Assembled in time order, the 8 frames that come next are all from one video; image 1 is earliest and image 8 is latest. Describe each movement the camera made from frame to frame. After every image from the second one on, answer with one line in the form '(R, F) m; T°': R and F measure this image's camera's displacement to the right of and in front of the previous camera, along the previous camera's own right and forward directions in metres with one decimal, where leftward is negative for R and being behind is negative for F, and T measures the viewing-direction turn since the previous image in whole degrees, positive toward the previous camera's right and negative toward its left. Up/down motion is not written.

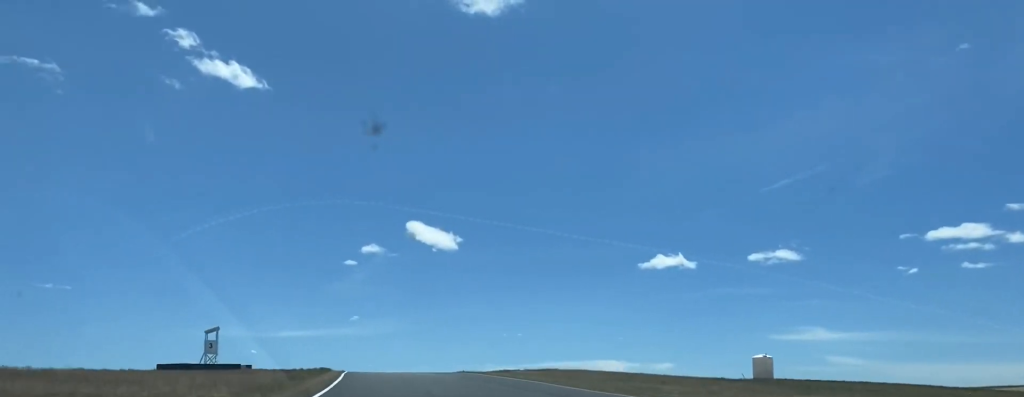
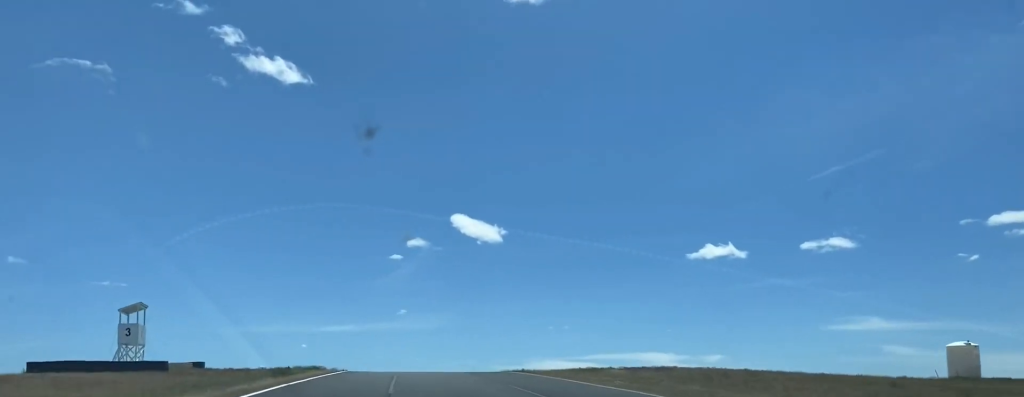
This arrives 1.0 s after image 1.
(-0.7, +32.5) m; -3°
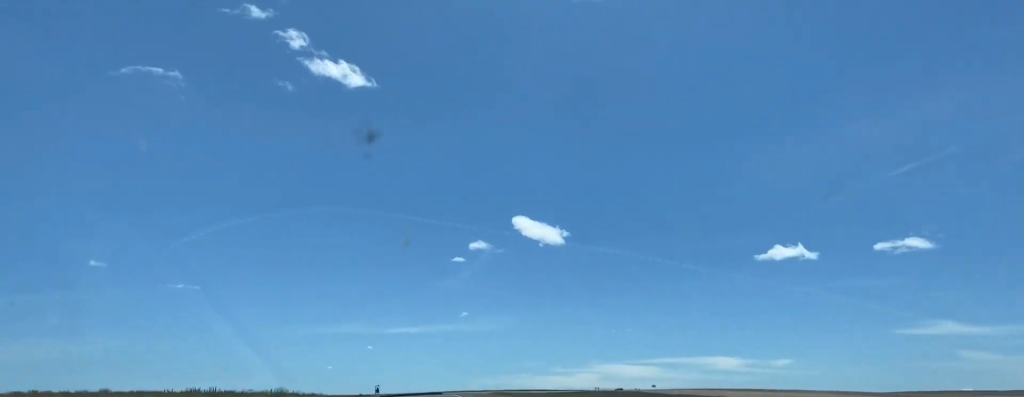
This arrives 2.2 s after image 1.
(-1.4, +44.5) m; -4°
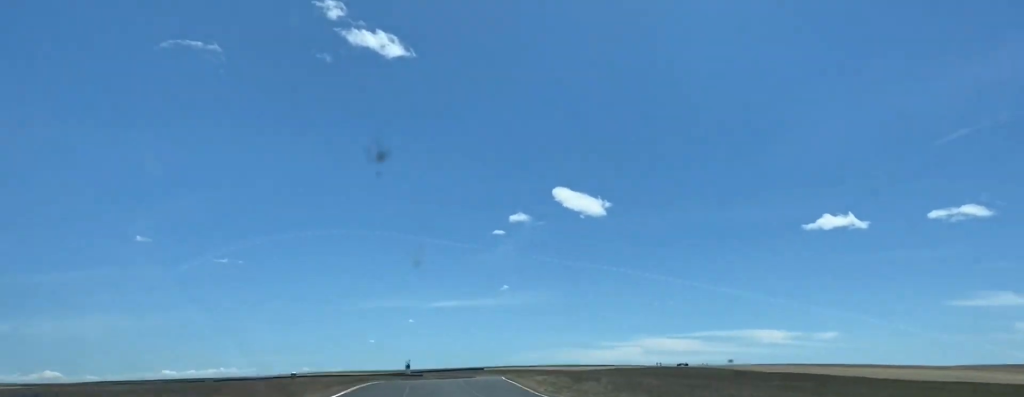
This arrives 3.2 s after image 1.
(-1.1, +43.3) m; -2°
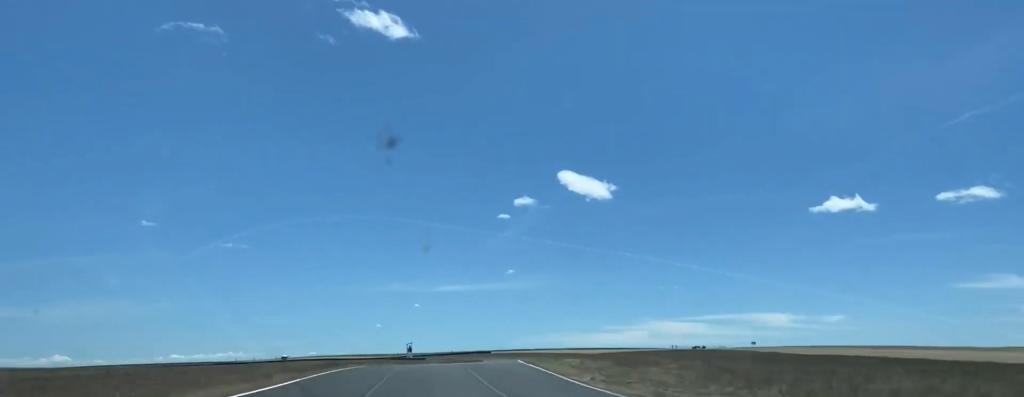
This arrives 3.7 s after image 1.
(-0.1, +18.4) m; 0°
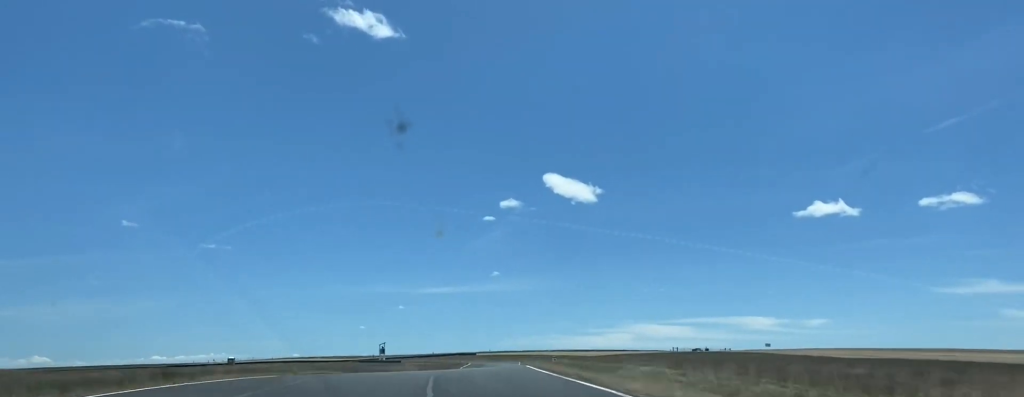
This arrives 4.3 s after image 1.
(-0.2, +28.9) m; +1°
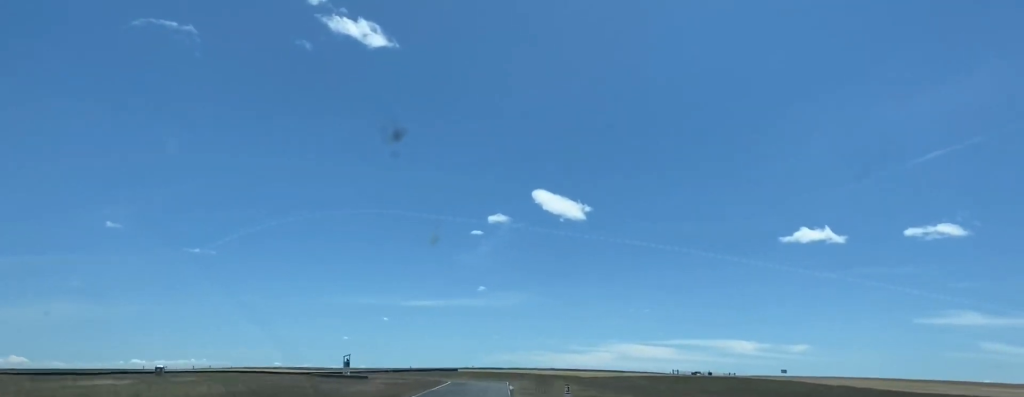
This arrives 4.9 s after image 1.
(+0.5, +26.4) m; +1°
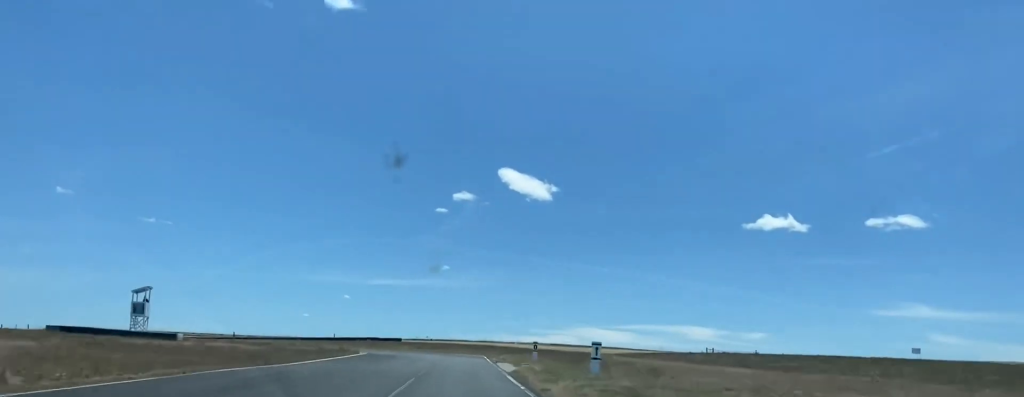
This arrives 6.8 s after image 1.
(+1.4, +76.7) m; +2°
